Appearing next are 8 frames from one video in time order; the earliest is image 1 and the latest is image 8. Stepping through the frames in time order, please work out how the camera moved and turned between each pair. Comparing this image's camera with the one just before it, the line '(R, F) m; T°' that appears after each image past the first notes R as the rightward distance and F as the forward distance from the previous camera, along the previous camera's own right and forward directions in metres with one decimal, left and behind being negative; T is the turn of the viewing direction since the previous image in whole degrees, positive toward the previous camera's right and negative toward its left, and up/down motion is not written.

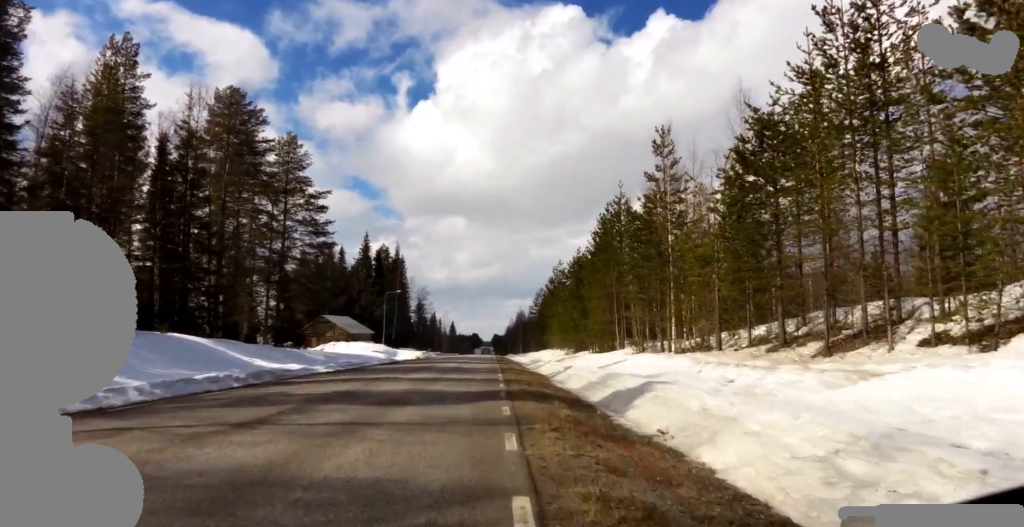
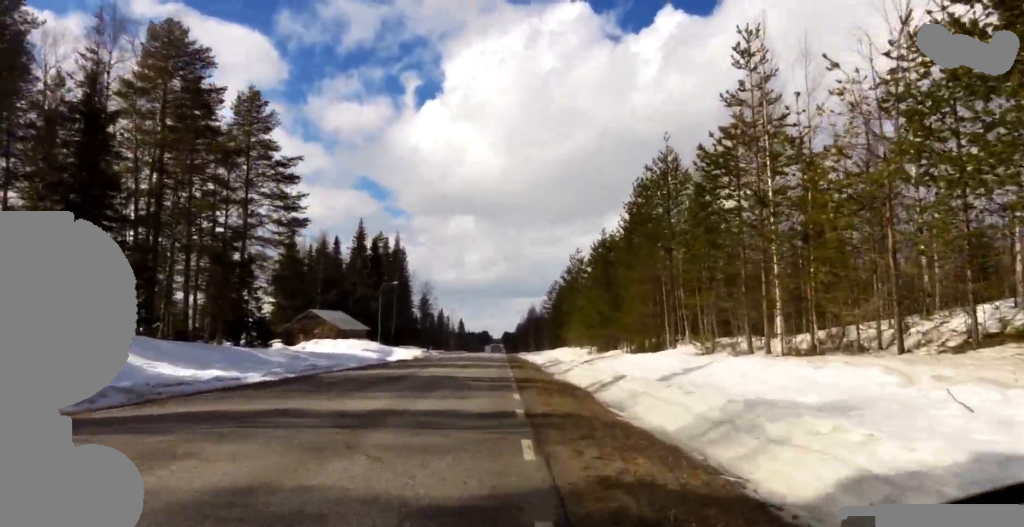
(-0.2, +9.8) m; -1°
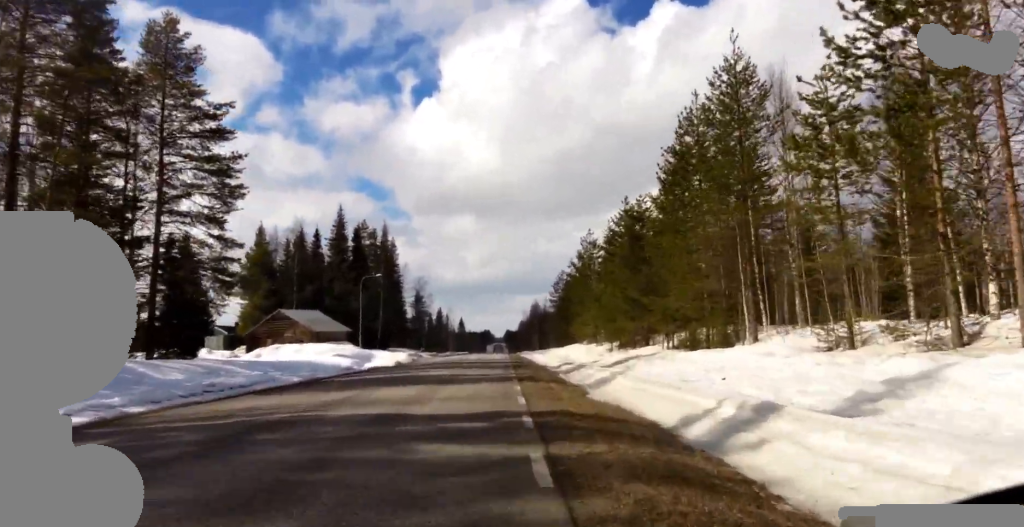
(0.0, +10.1) m; +1°
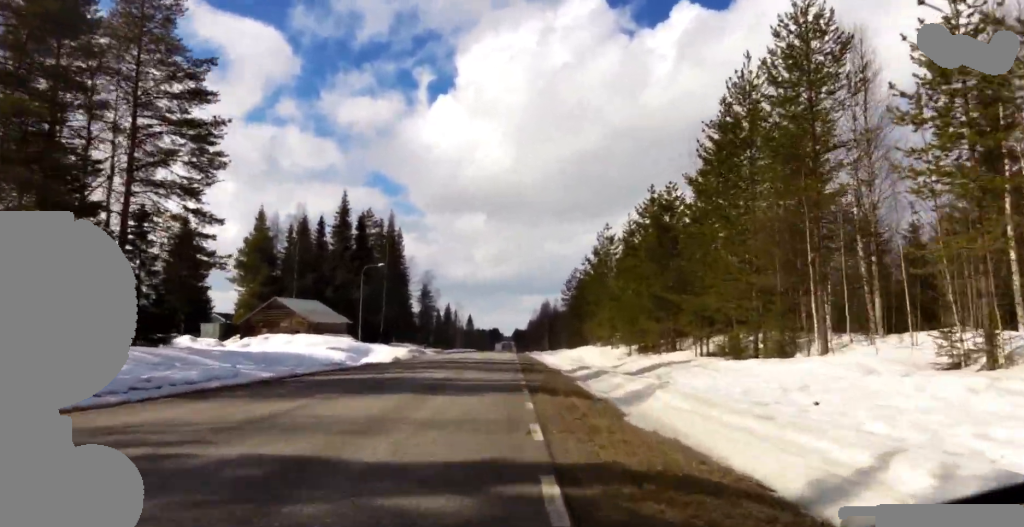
(-0.1, +4.0) m; +1°
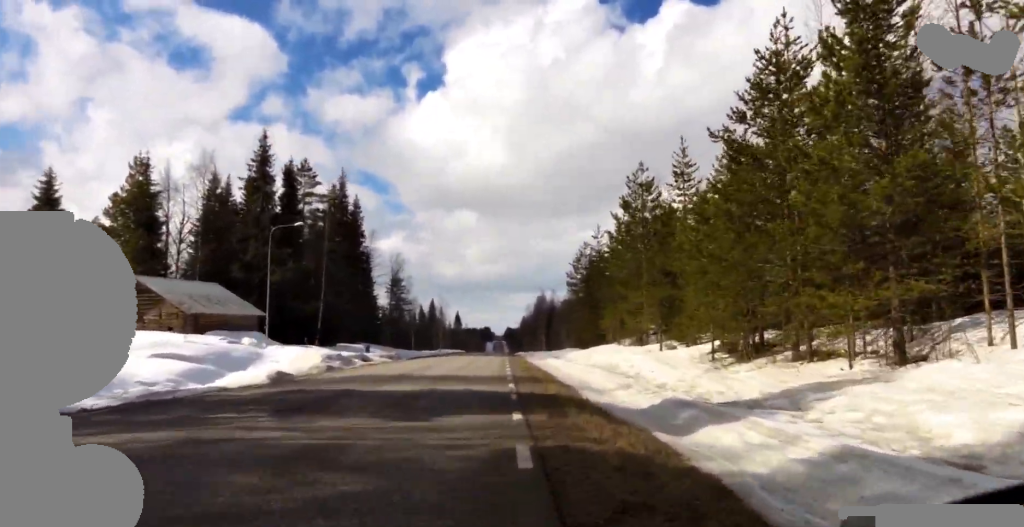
(+0.1, +19.4) m; 0°
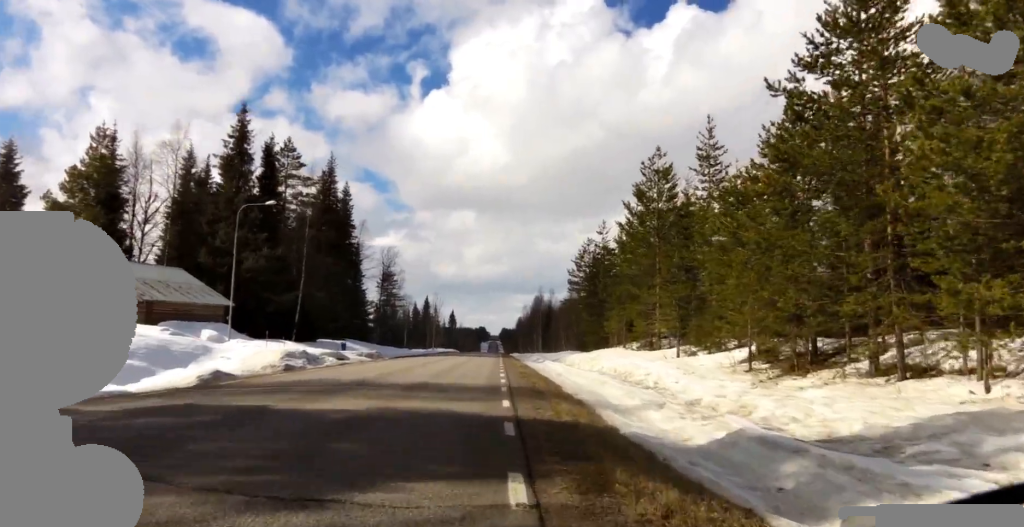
(+0.1, +4.2) m; 0°
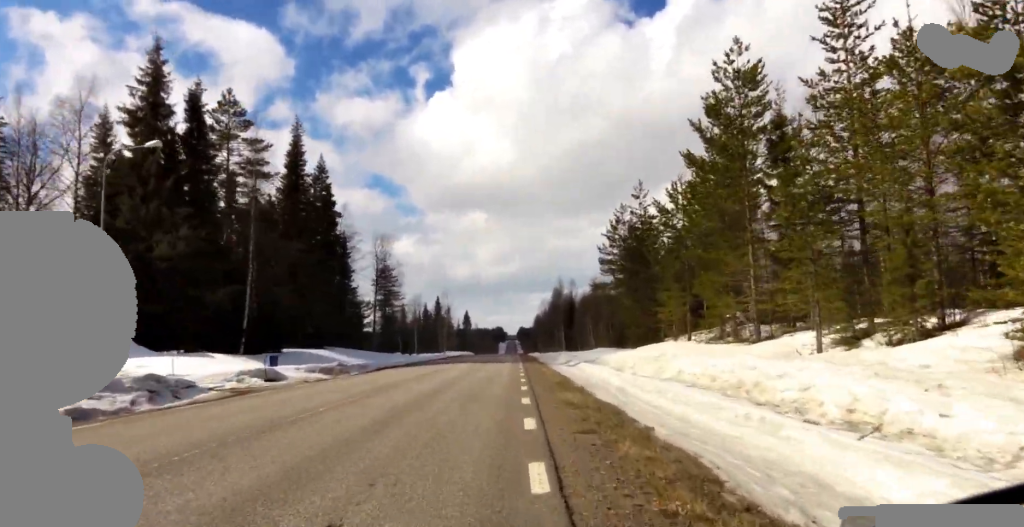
(-0.1, +11.4) m; 0°
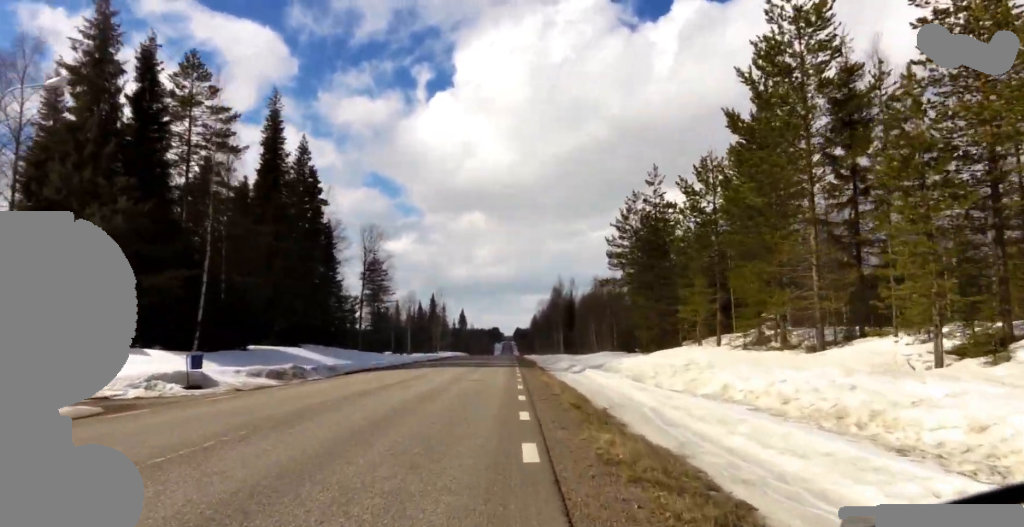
(+0.1, +4.8) m; 0°
